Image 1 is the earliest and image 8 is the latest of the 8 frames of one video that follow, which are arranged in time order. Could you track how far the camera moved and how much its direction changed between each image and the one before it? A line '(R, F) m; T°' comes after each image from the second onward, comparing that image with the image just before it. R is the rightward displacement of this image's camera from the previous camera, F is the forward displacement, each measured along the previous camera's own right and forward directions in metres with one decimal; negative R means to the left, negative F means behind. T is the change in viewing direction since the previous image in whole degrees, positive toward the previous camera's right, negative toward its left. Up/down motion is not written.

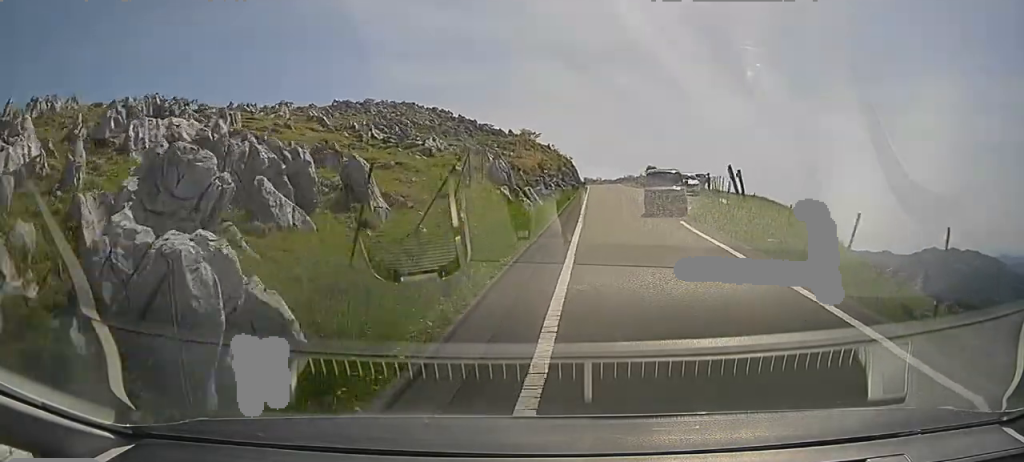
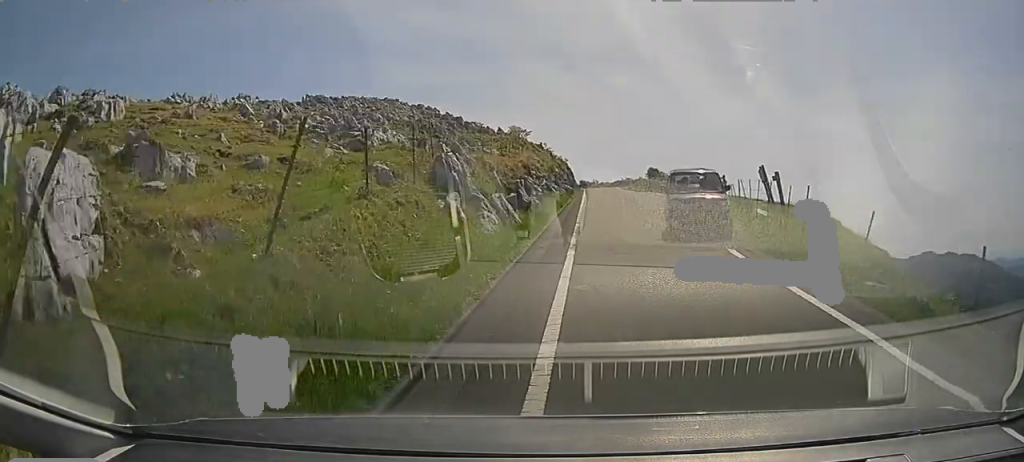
(+0.3, +6.8) m; 0°
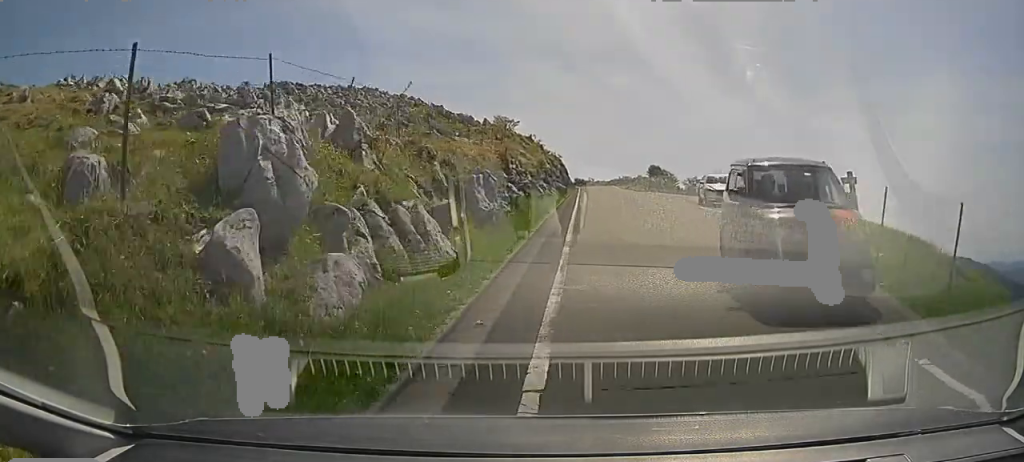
(+0.1, +7.3) m; 0°
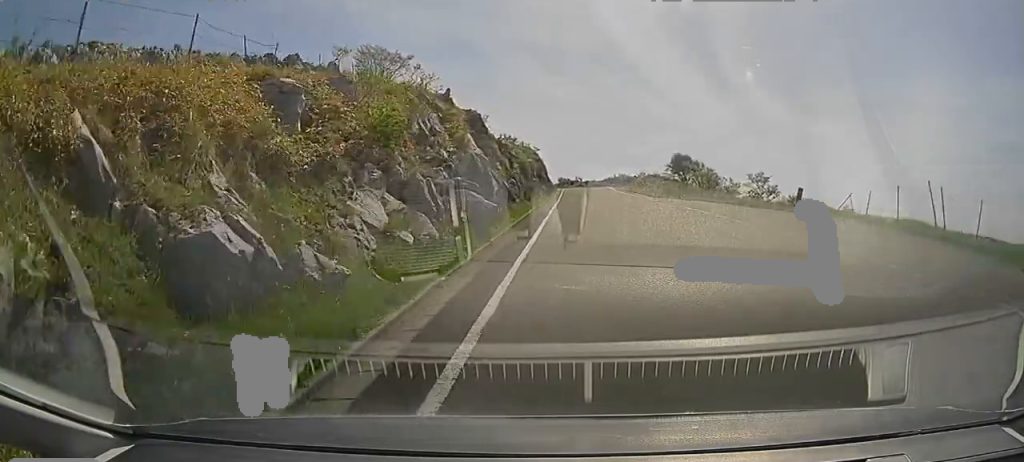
(+0.3, +28.9) m; +2°
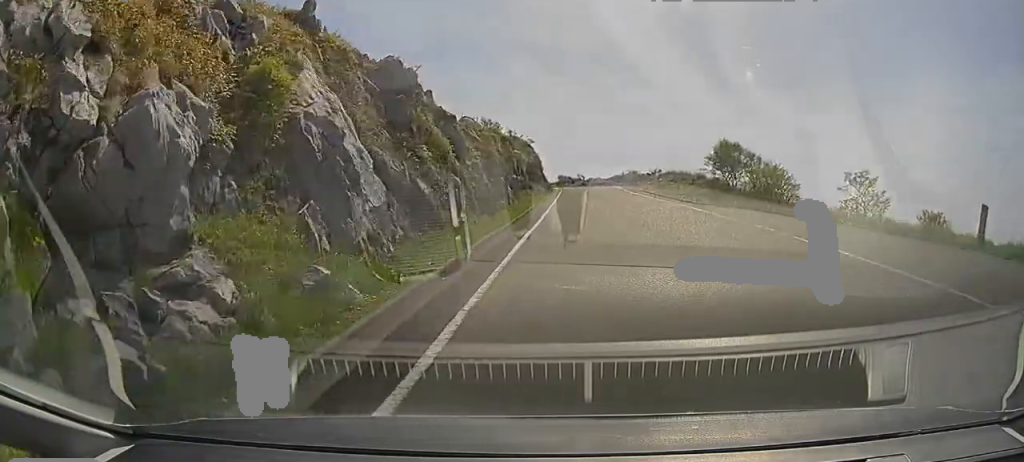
(0.0, +14.2) m; -1°
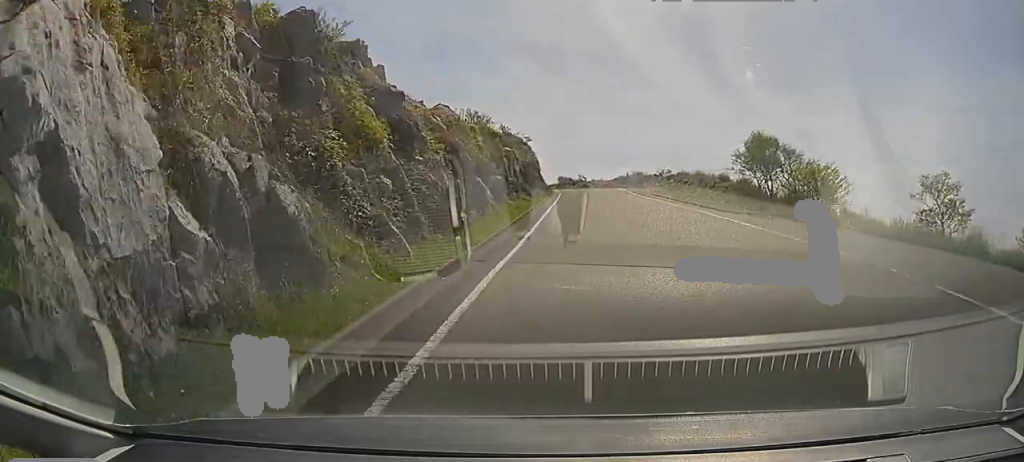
(+0.1, +6.0) m; -1°
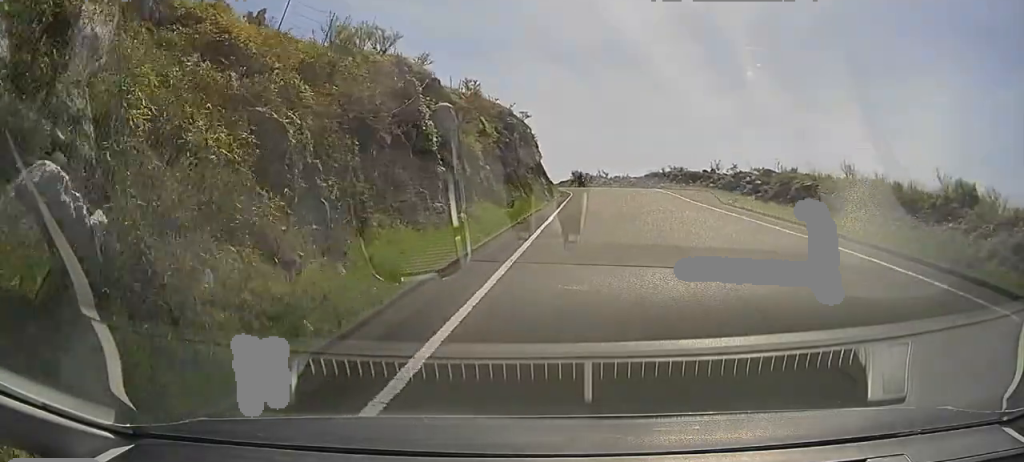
(-0.5, +20.7) m; -1°
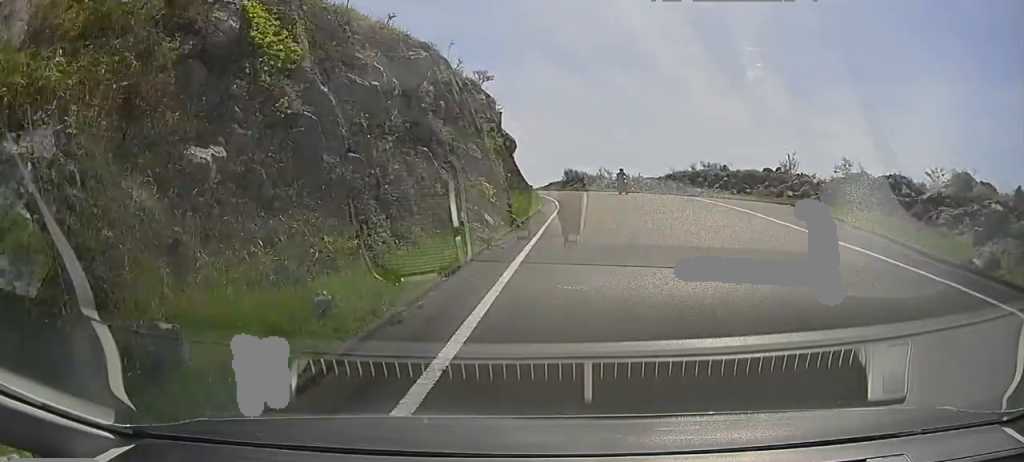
(+0.2, +18.5) m; +1°
